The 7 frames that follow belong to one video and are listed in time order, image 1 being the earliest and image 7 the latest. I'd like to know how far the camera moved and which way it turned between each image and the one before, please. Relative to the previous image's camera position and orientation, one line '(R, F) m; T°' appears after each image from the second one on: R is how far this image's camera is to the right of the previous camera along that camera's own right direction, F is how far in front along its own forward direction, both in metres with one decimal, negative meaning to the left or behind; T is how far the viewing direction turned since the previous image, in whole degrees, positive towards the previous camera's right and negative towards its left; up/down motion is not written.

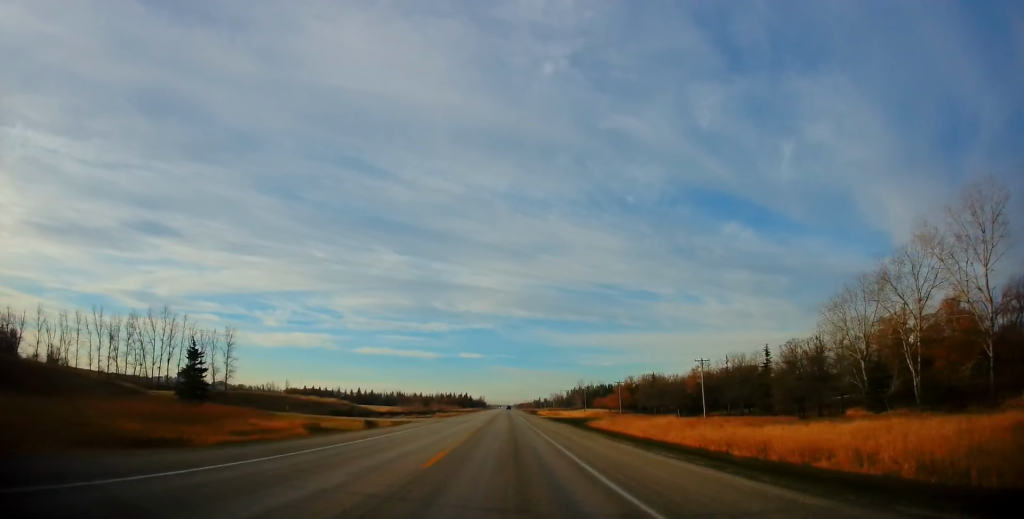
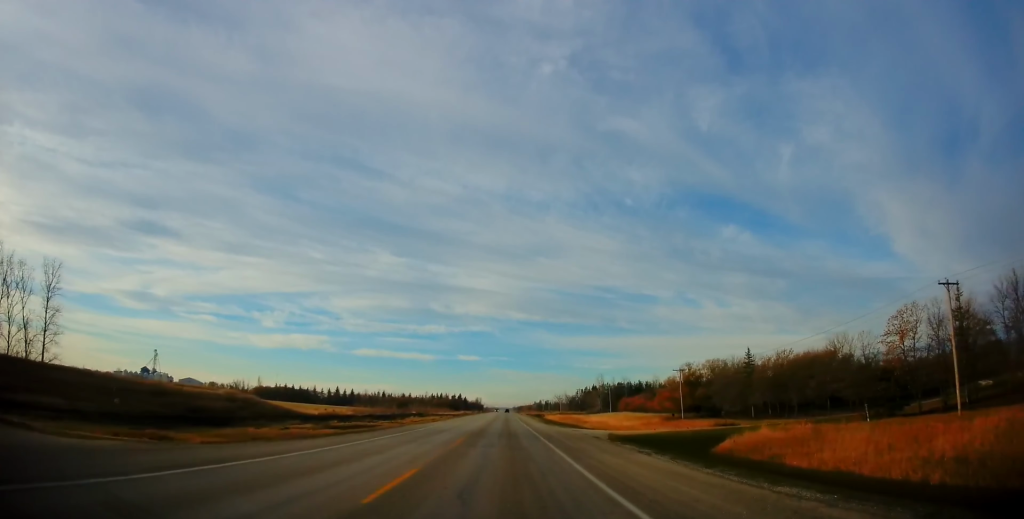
(-0.1, +54.2) m; 0°
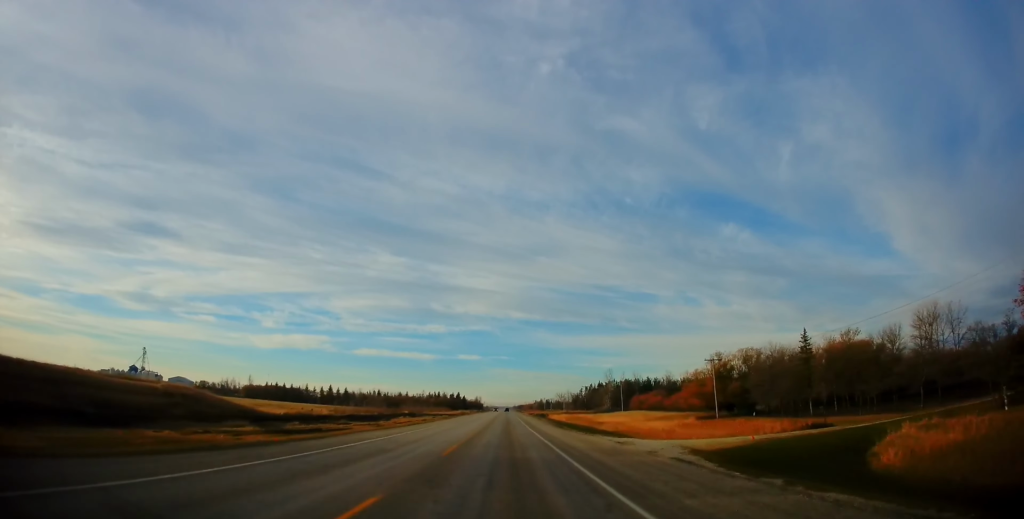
(0.0, +16.0) m; 0°
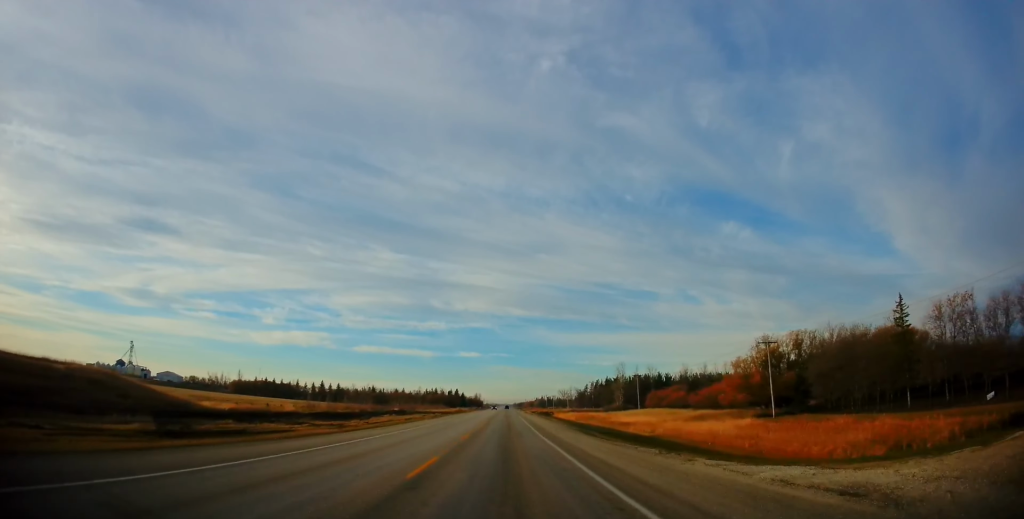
(0.0, +17.8) m; 0°
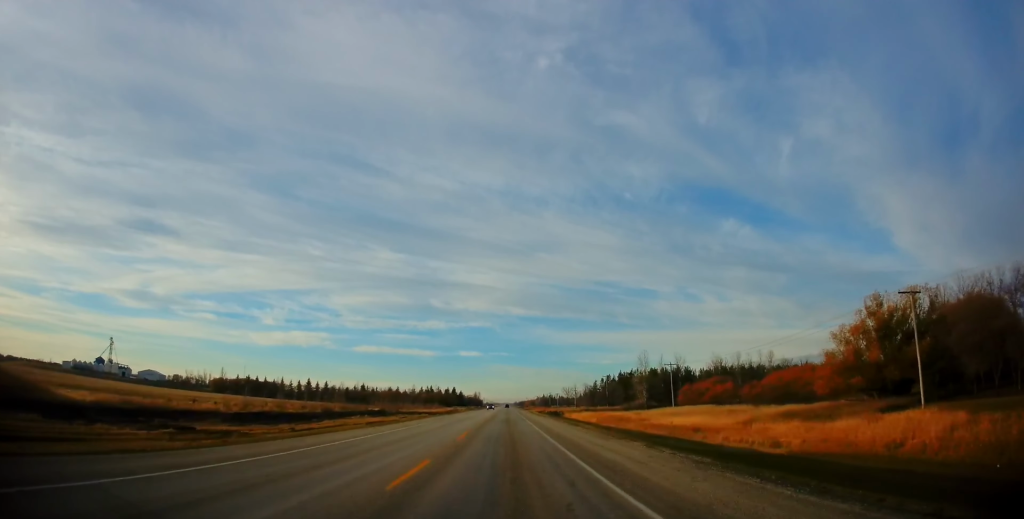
(-0.1, +25.8) m; 0°
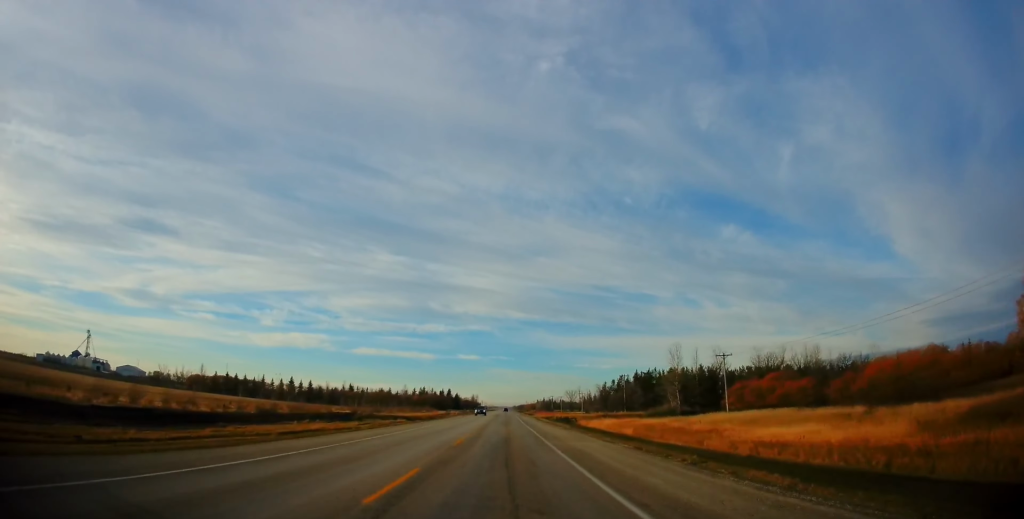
(0.0, +25.4) m; 0°
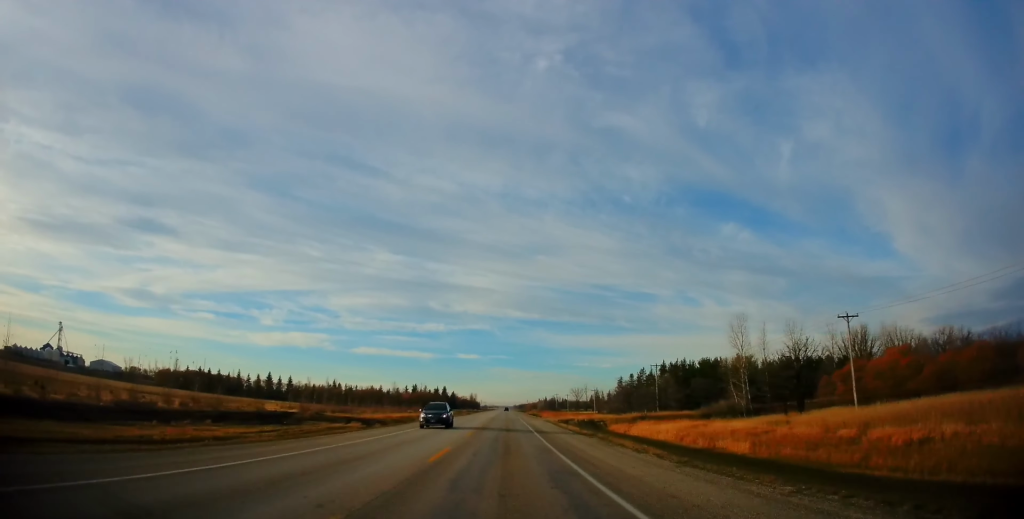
(+0.2, +29.6) m; 0°
